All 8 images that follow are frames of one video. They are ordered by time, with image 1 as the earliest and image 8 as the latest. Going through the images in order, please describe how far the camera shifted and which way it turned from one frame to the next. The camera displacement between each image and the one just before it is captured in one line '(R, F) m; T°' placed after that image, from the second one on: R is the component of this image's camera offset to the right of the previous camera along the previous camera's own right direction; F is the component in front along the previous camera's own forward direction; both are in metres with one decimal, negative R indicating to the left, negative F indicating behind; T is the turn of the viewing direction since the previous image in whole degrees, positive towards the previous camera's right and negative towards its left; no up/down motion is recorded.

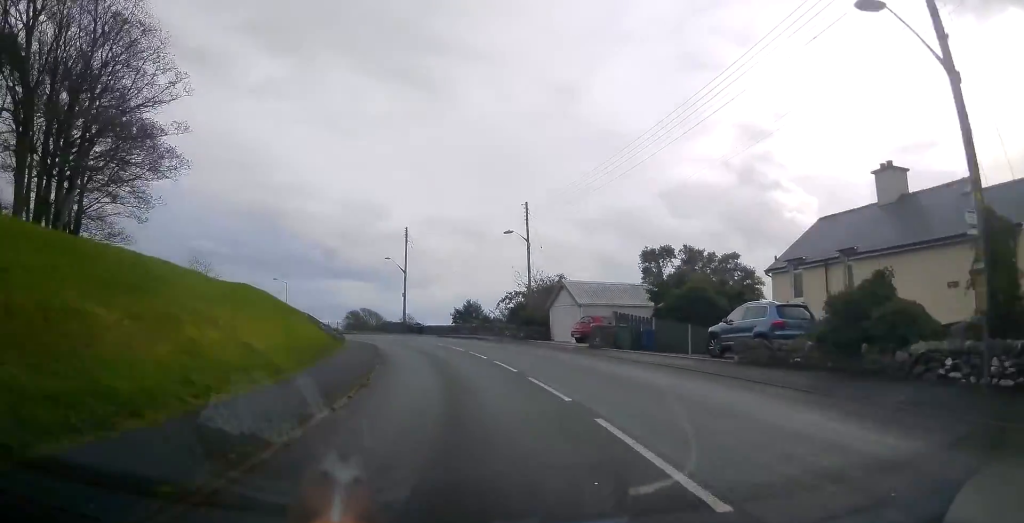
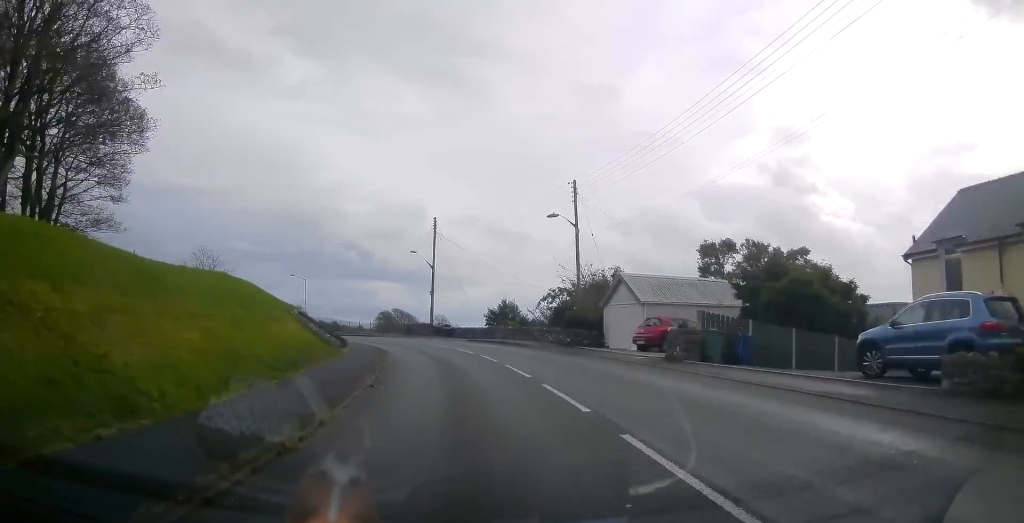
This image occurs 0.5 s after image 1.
(-0.2, +6.8) m; -3°
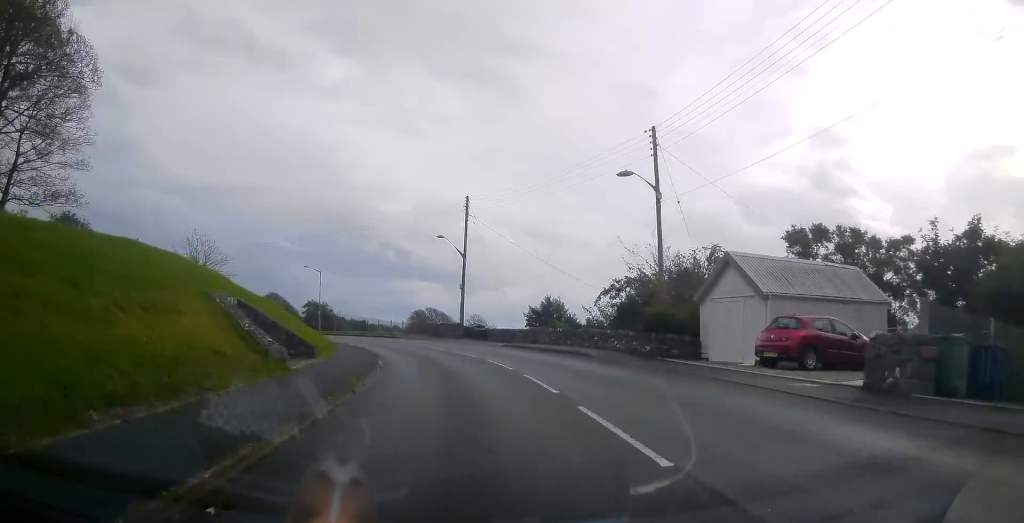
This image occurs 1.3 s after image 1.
(-0.4, +9.4) m; -4°
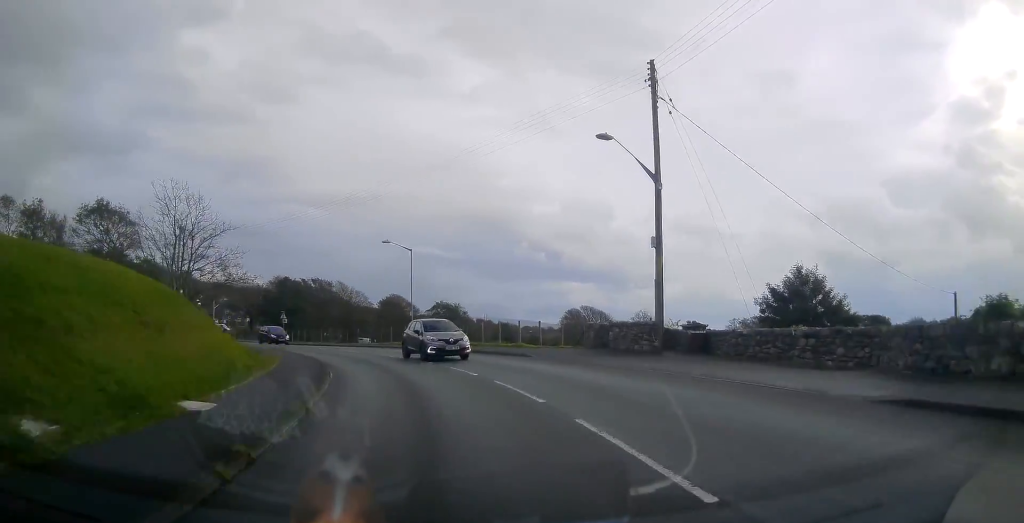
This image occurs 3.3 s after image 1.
(-2.4, +24.9) m; -12°
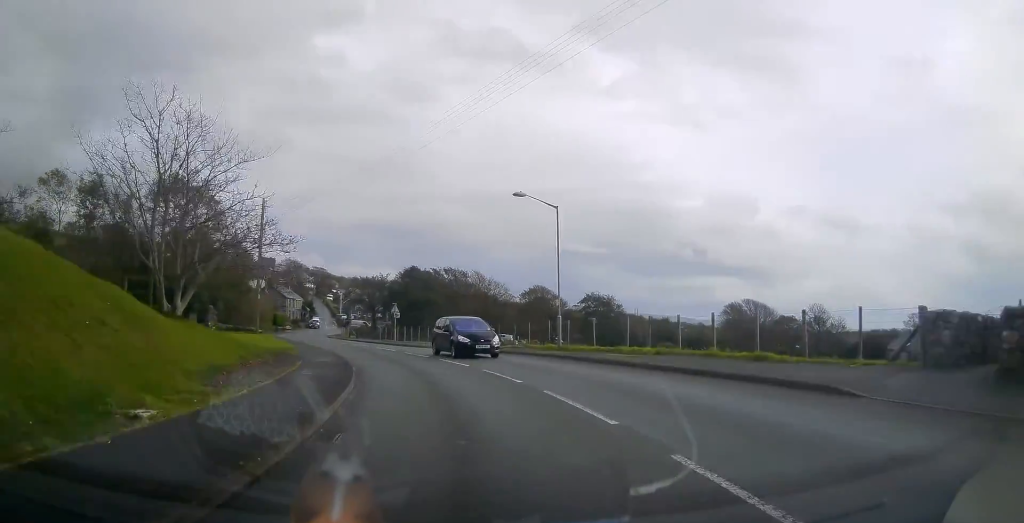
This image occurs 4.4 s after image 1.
(-1.2, +14.2) m; -11°
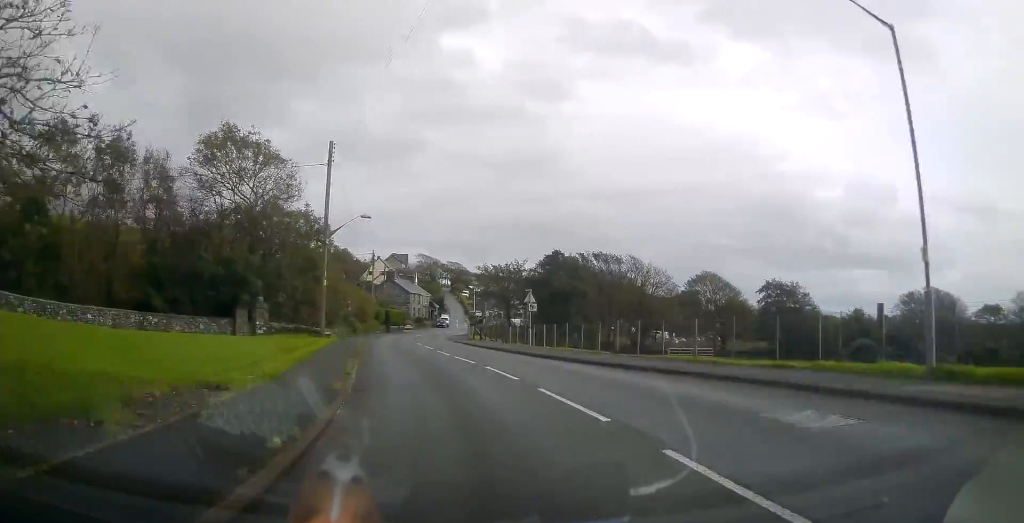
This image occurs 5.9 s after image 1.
(-2.3, +17.2) m; -15°
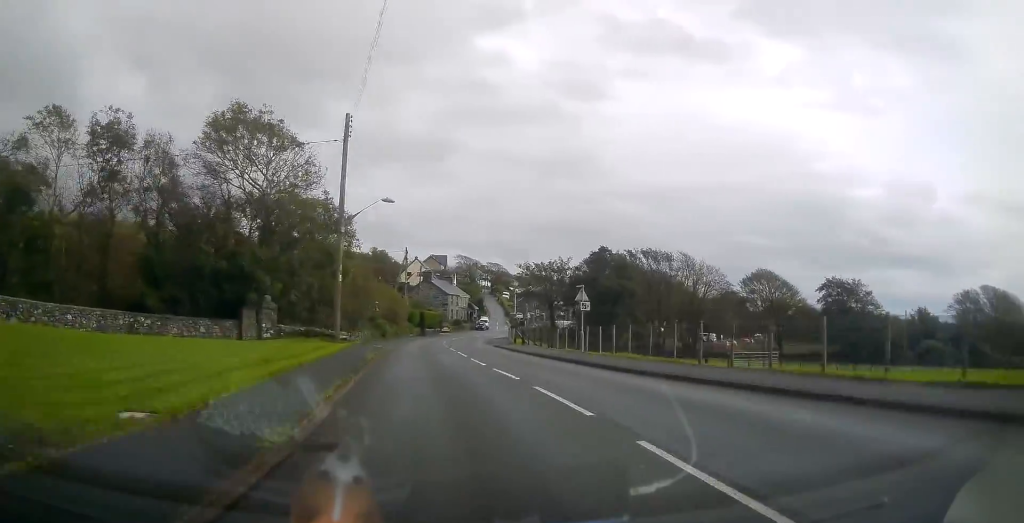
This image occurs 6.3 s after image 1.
(-0.3, +5.3) m; -3°
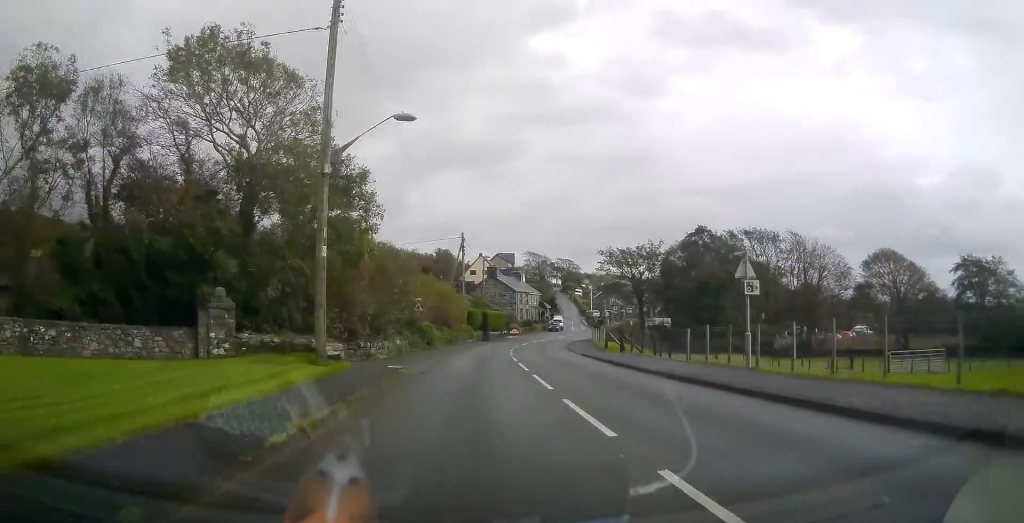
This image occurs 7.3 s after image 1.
(-0.8, +12.6) m; -7°
